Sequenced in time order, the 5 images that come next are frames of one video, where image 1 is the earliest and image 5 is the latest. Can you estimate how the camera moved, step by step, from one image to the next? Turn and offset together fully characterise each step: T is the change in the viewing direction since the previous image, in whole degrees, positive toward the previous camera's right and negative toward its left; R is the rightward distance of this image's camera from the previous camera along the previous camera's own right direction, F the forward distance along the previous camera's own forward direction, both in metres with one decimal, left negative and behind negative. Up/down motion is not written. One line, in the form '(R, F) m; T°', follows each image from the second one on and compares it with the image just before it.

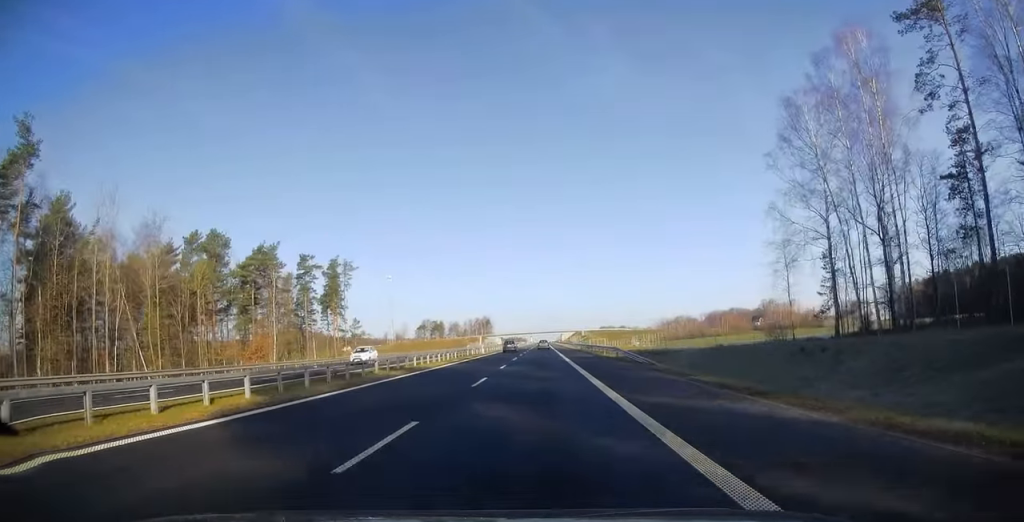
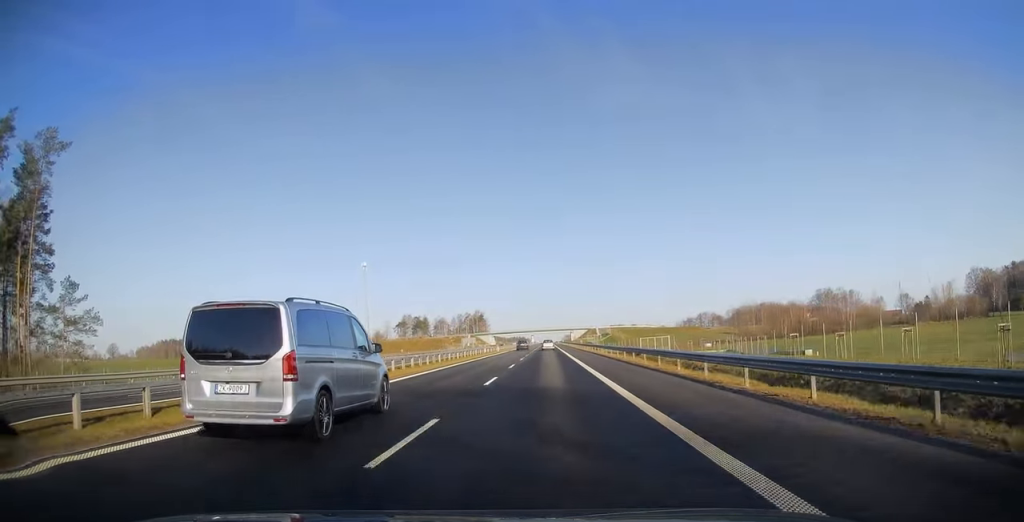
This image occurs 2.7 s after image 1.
(-0.3, +83.9) m; -1°
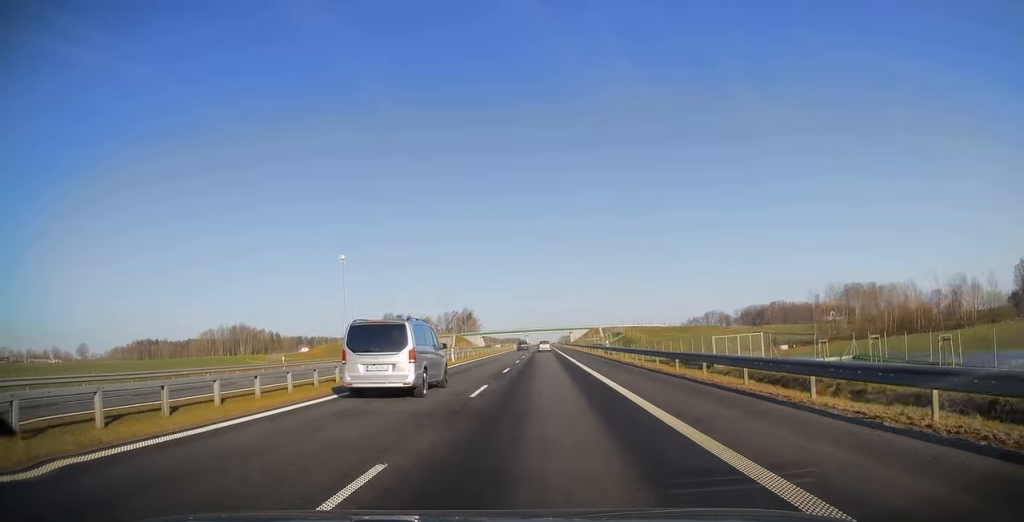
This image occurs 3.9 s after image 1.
(-0.1, +39.9) m; +1°
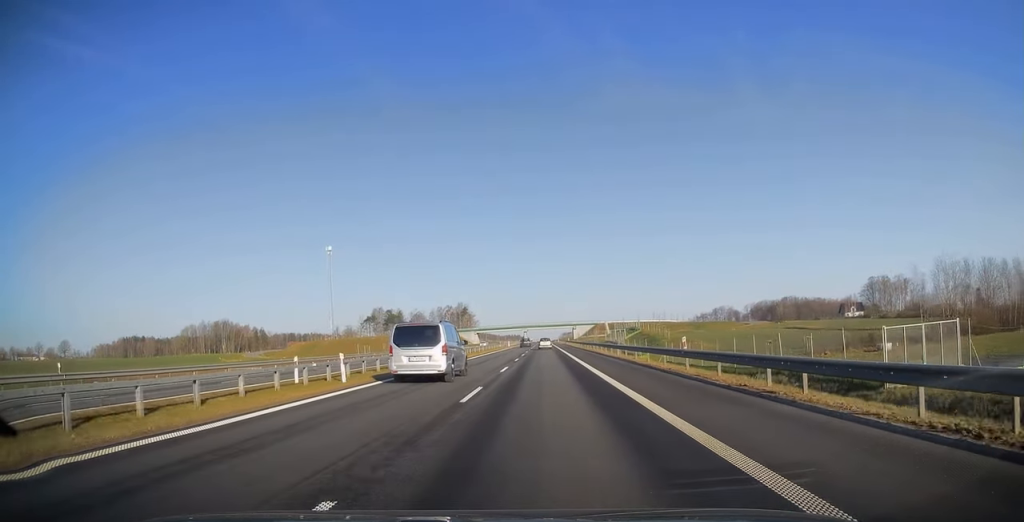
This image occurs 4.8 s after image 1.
(+0.2, +25.7) m; +1°
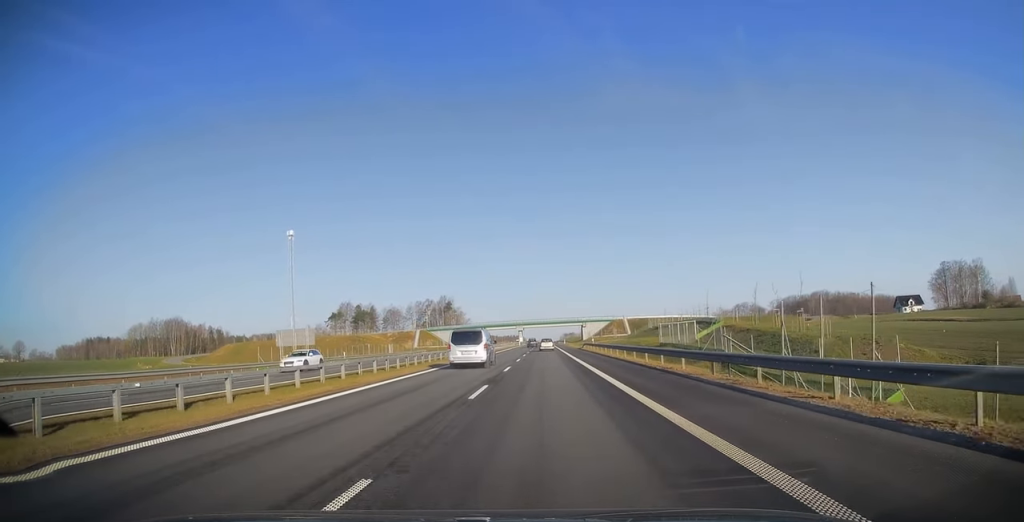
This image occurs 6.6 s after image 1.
(-0.6, +59.4) m; -1°
